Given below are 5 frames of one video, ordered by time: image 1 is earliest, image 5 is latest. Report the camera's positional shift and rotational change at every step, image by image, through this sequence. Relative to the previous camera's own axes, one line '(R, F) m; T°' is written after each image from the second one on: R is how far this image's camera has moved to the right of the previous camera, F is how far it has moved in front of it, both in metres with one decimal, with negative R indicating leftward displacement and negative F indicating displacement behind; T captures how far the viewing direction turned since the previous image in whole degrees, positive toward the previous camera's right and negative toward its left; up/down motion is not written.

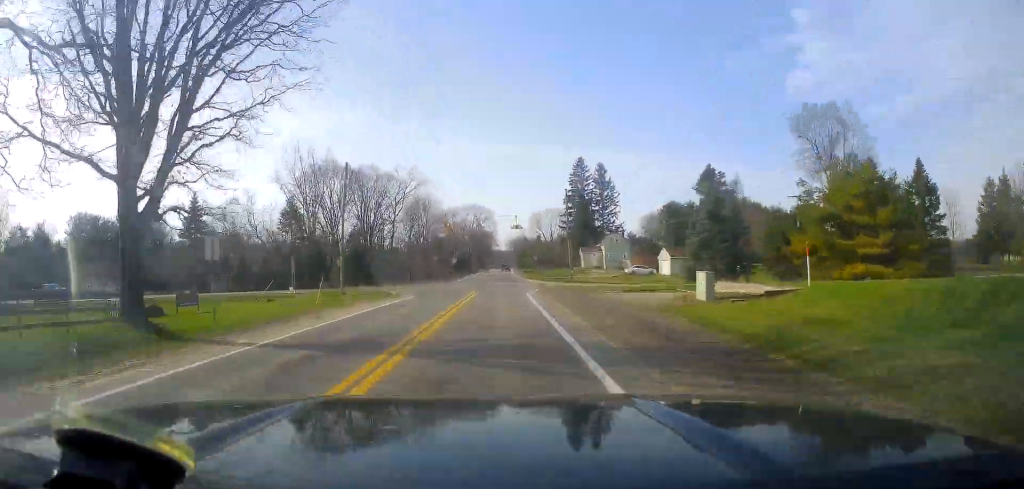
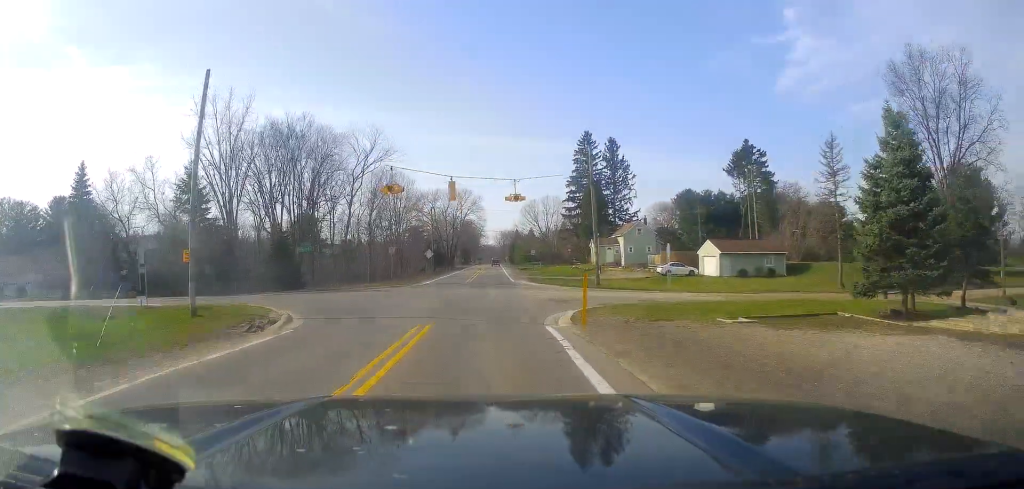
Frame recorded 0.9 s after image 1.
(+0.8, +22.0) m; +1°
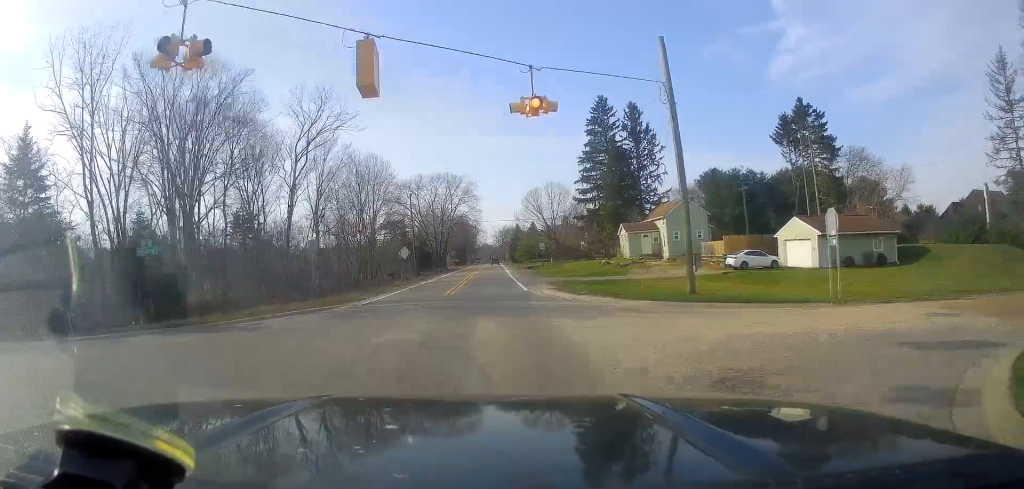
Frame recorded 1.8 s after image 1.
(0.0, +20.0) m; -1°
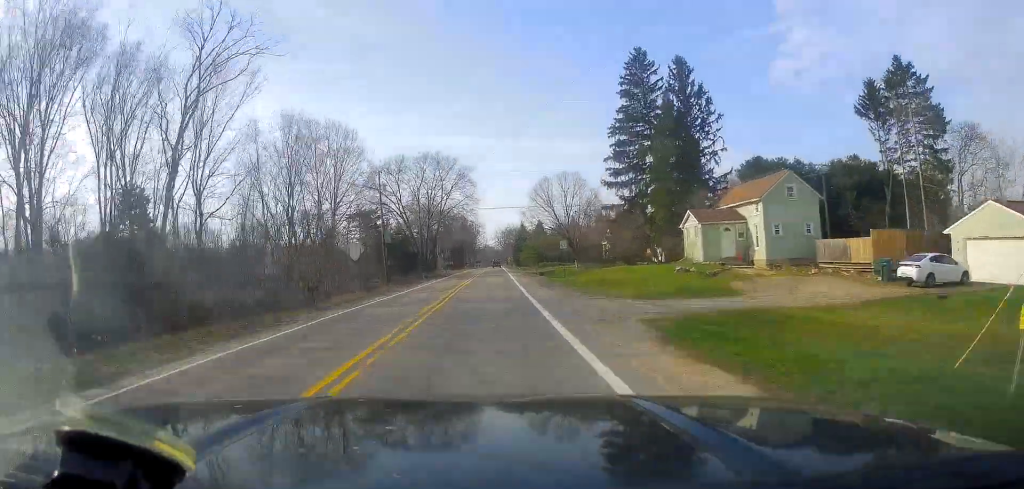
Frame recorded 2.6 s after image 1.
(-0.7, +21.1) m; 0°
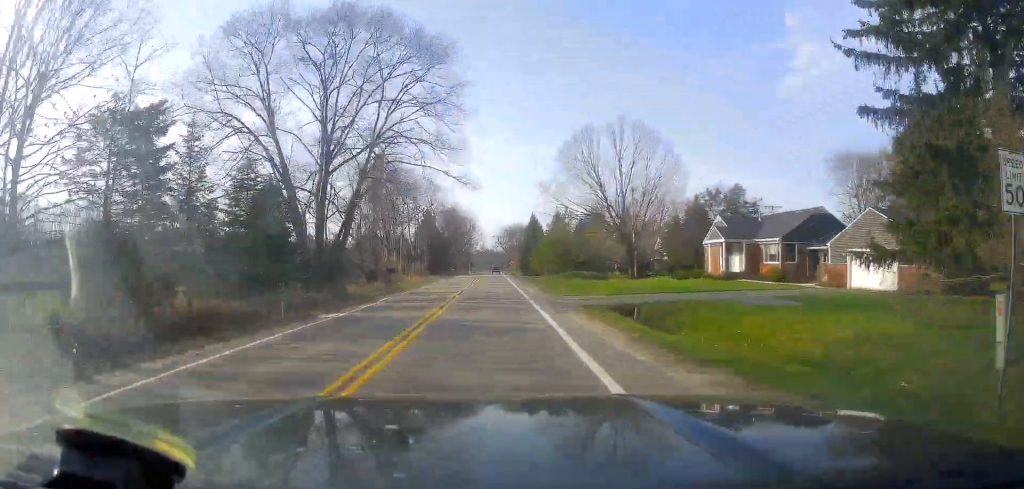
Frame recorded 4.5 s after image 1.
(+1.5, +46.2) m; 0°
